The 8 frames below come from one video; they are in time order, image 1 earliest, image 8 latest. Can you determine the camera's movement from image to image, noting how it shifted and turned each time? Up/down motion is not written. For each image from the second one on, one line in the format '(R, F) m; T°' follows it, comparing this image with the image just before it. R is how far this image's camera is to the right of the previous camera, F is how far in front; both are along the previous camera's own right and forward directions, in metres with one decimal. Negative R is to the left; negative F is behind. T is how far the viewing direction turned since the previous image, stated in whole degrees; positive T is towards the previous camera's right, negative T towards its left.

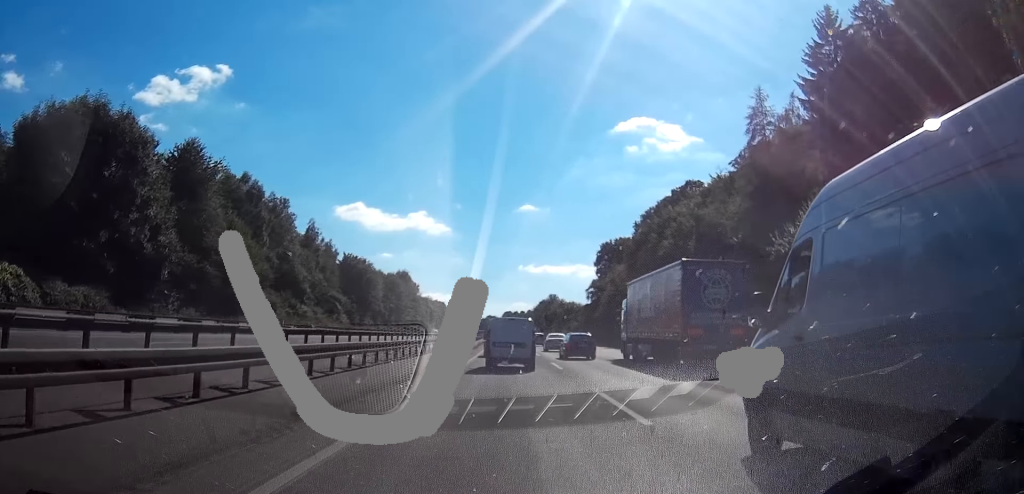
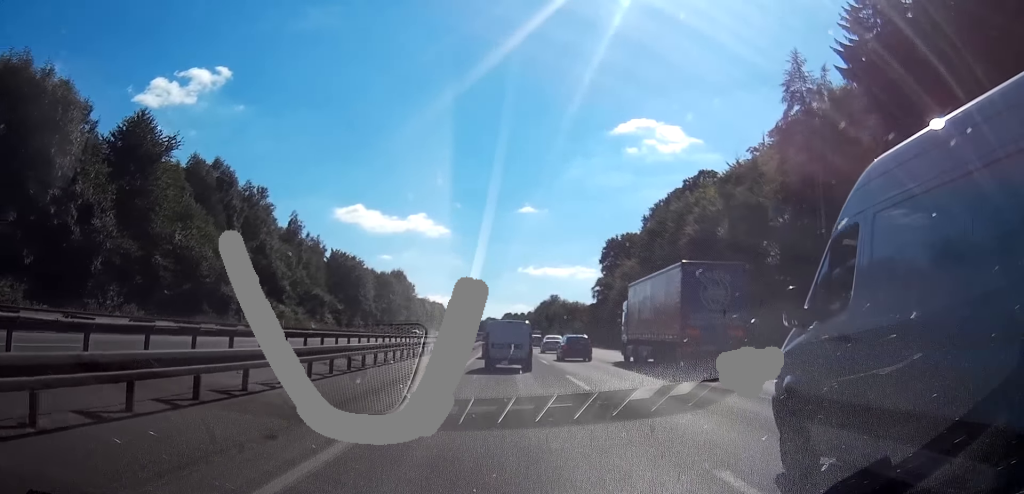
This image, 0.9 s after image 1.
(0.0, +12.1) m; 0°
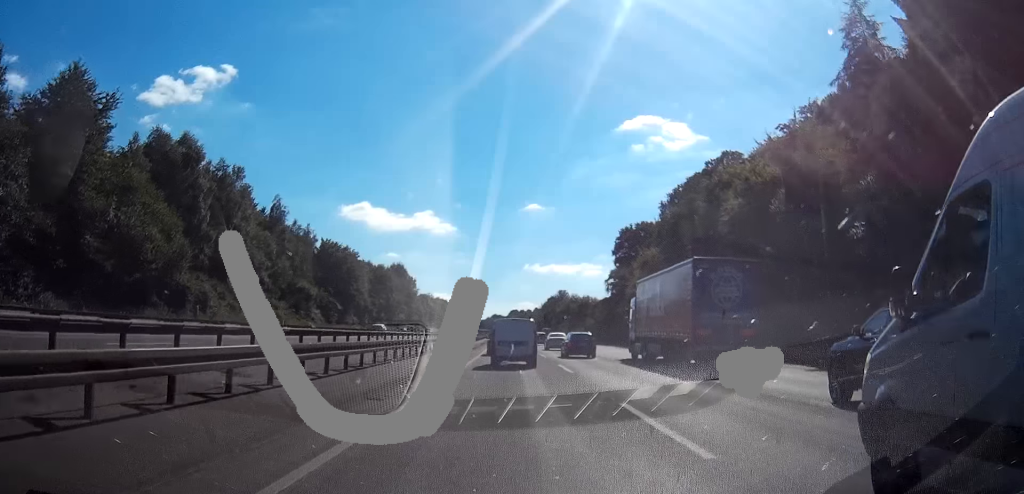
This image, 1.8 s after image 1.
(+0.1, +13.5) m; +1°
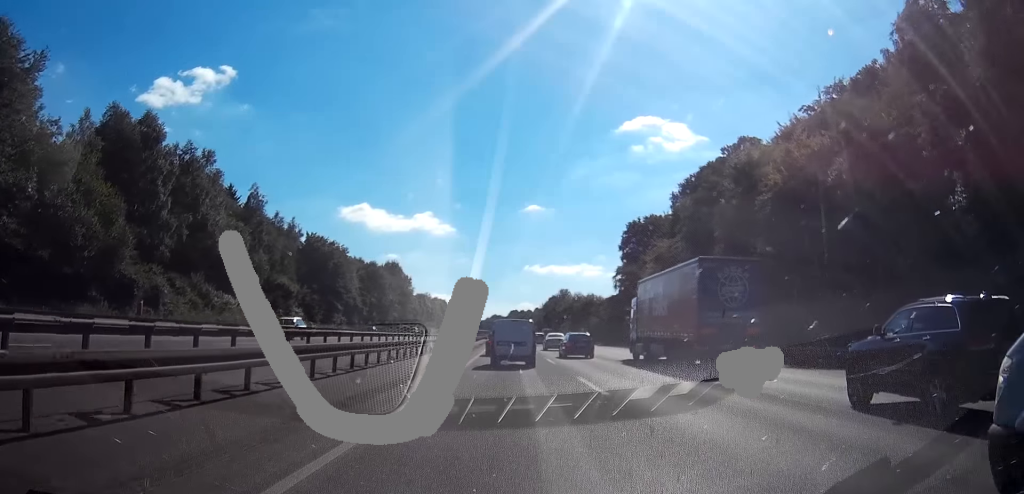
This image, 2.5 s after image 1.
(+0.1, +10.3) m; 0°
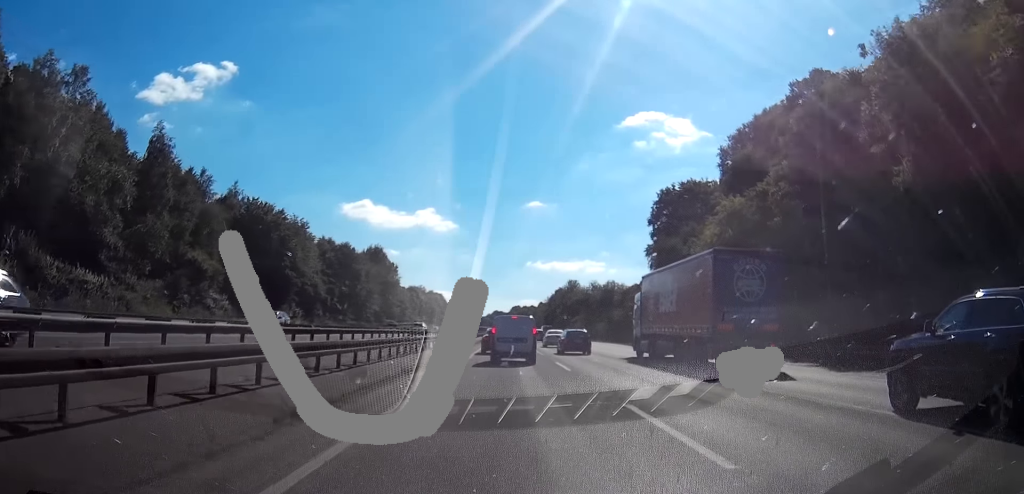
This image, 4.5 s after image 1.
(0.0, +27.6) m; 0°
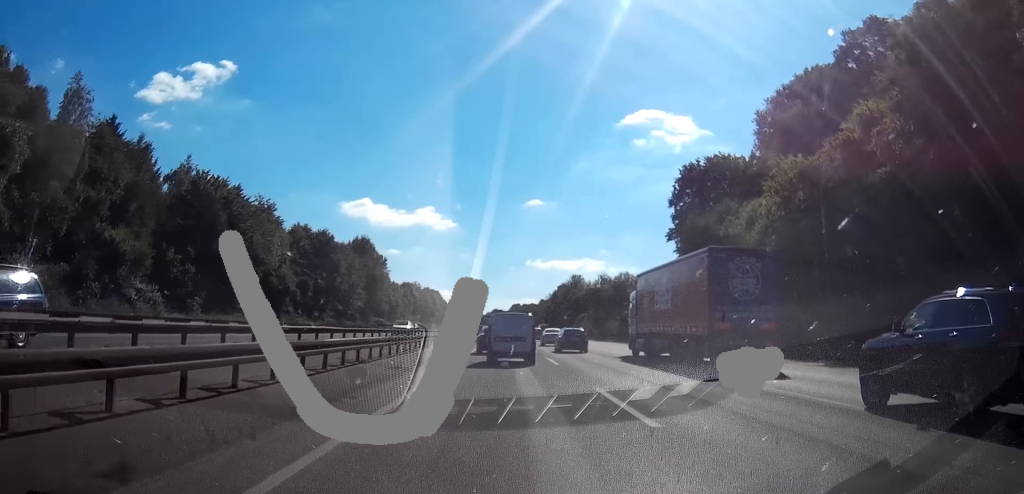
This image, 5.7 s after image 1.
(+0.1, +14.4) m; +1°
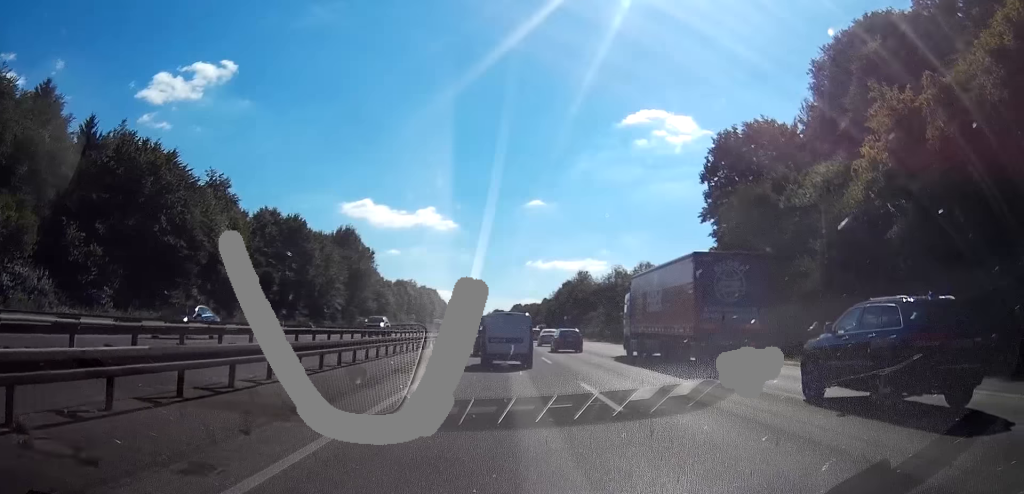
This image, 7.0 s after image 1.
(0.0, +15.4) m; 0°
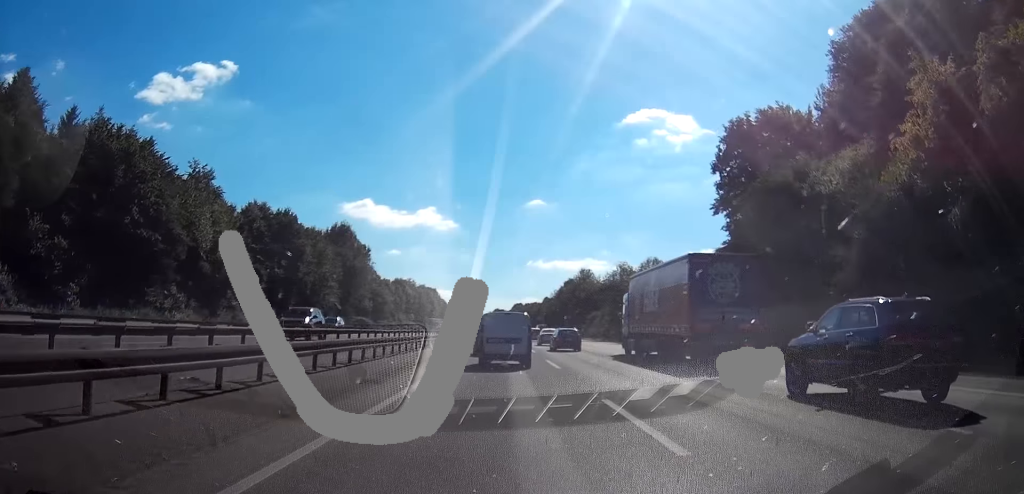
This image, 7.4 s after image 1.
(0.0, +4.4) m; 0°
